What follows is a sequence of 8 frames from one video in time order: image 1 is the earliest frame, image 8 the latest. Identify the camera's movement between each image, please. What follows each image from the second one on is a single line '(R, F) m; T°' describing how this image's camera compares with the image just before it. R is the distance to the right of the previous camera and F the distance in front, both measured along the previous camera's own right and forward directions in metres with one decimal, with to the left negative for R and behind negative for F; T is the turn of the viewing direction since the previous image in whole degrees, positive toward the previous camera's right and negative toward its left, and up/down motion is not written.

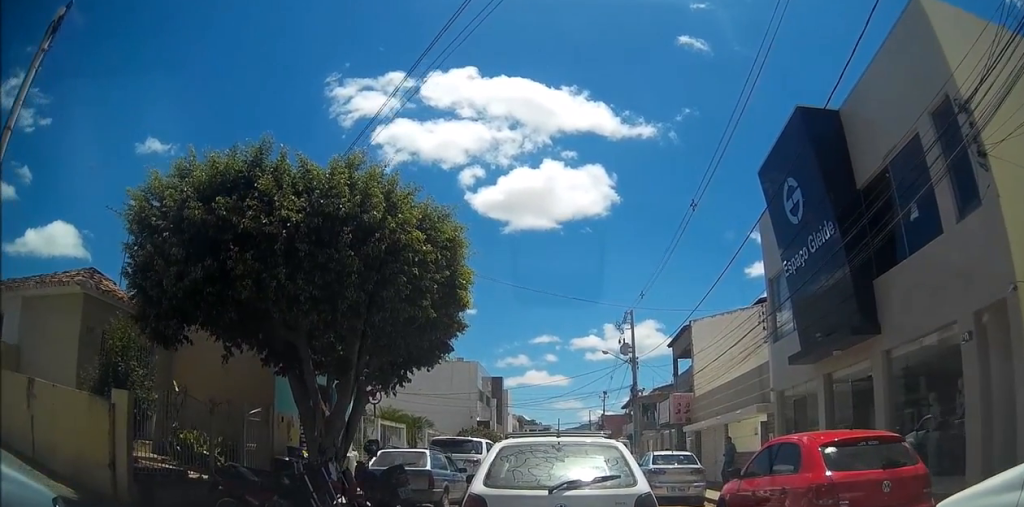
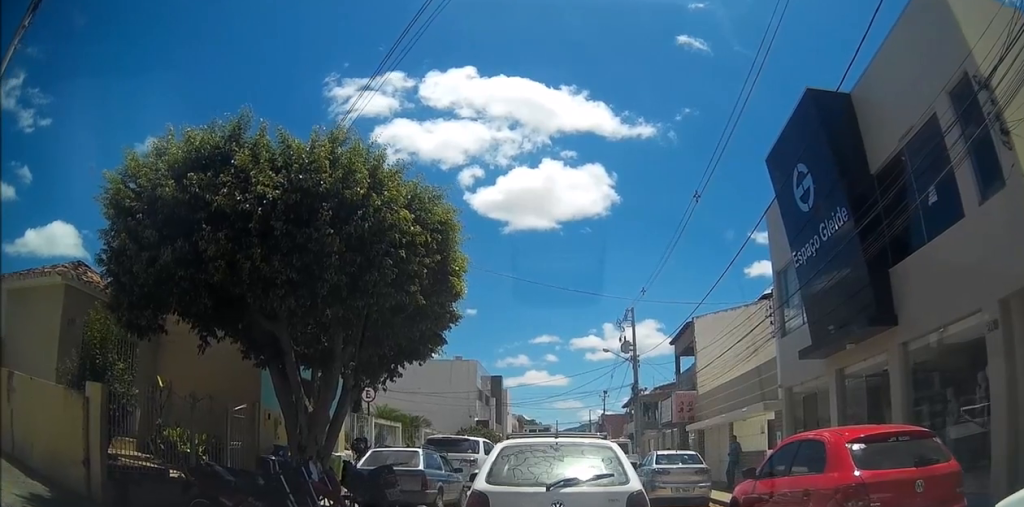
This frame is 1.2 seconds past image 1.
(+0.1, +1.0) m; 0°
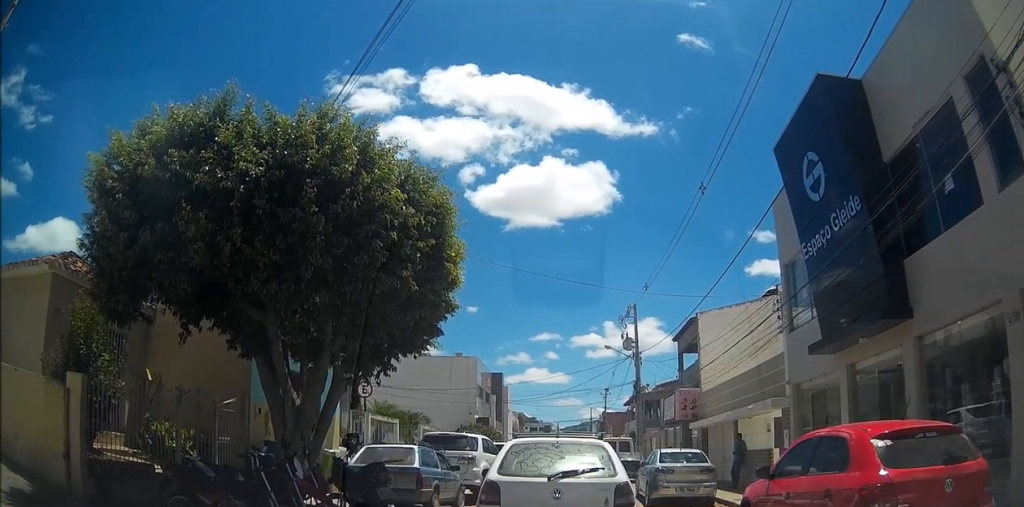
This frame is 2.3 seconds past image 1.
(+0.1, +0.8) m; 0°
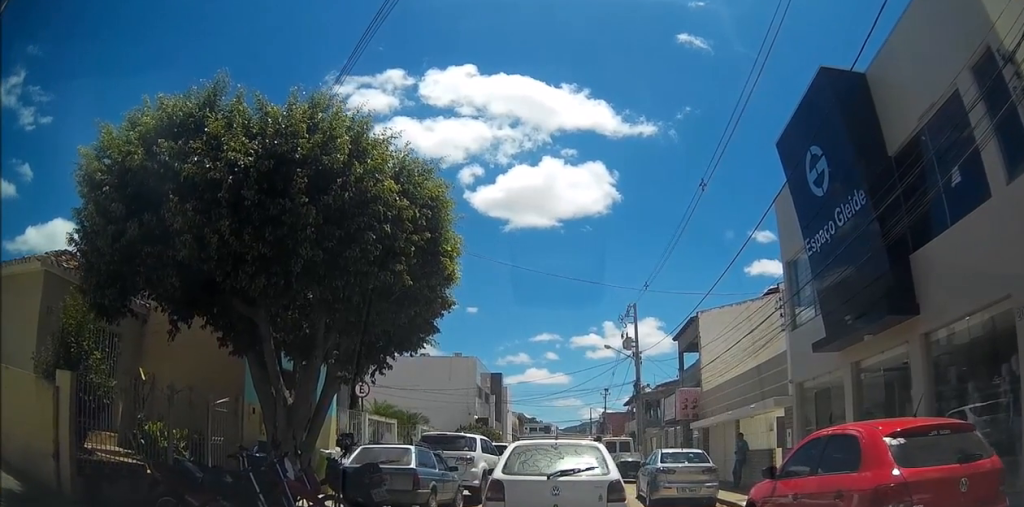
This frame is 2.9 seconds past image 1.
(+0.1, +0.4) m; 0°
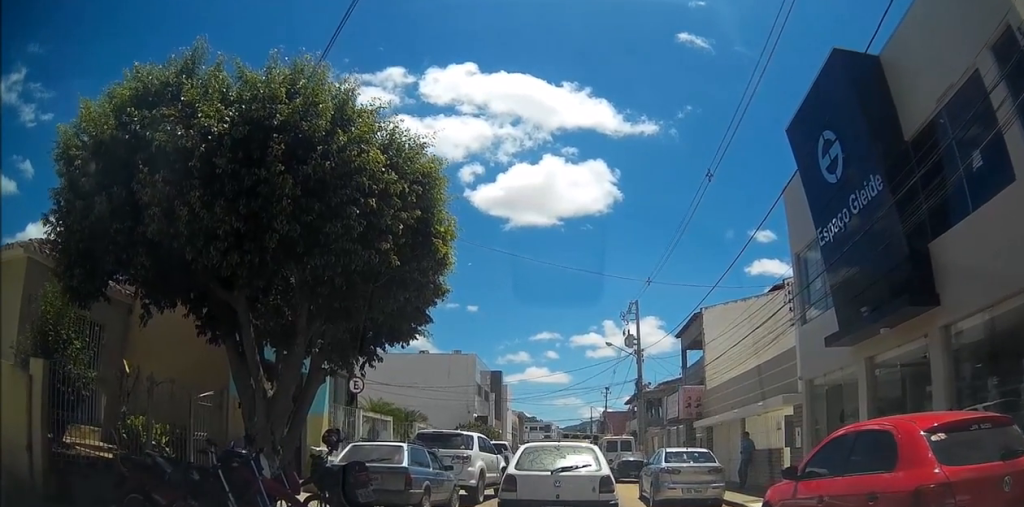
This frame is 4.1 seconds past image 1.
(+0.2, +1.0) m; 0°
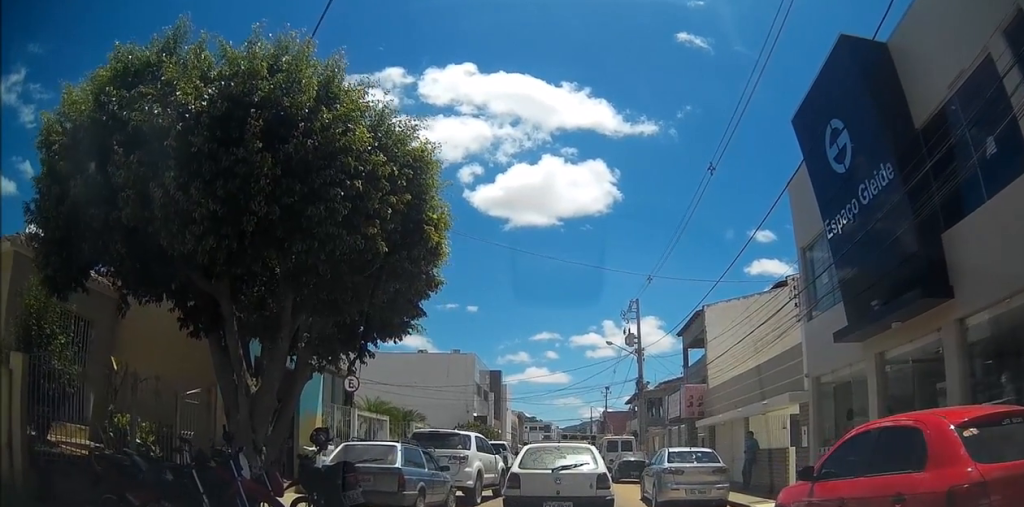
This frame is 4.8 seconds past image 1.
(+0.1, +0.3) m; 0°
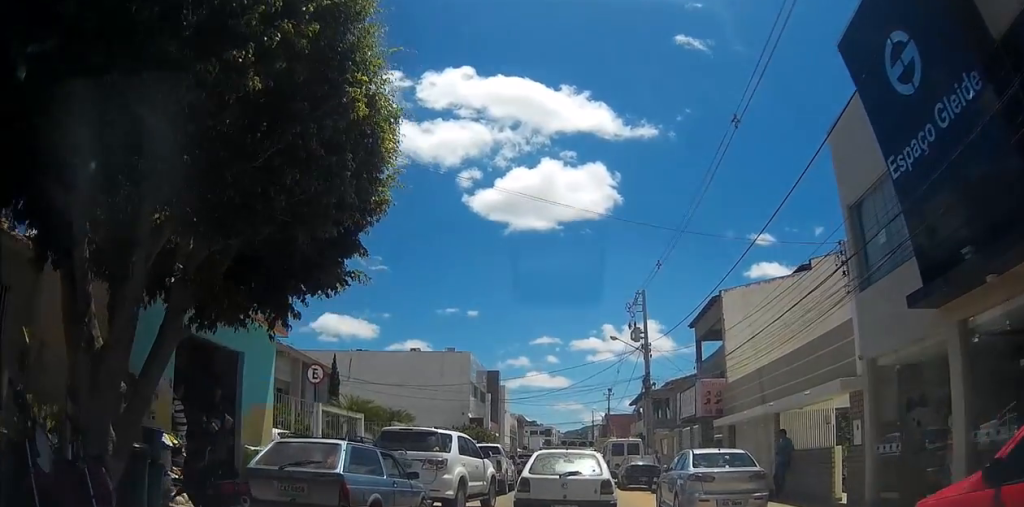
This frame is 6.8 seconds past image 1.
(+0.3, +0.6) m; 0°
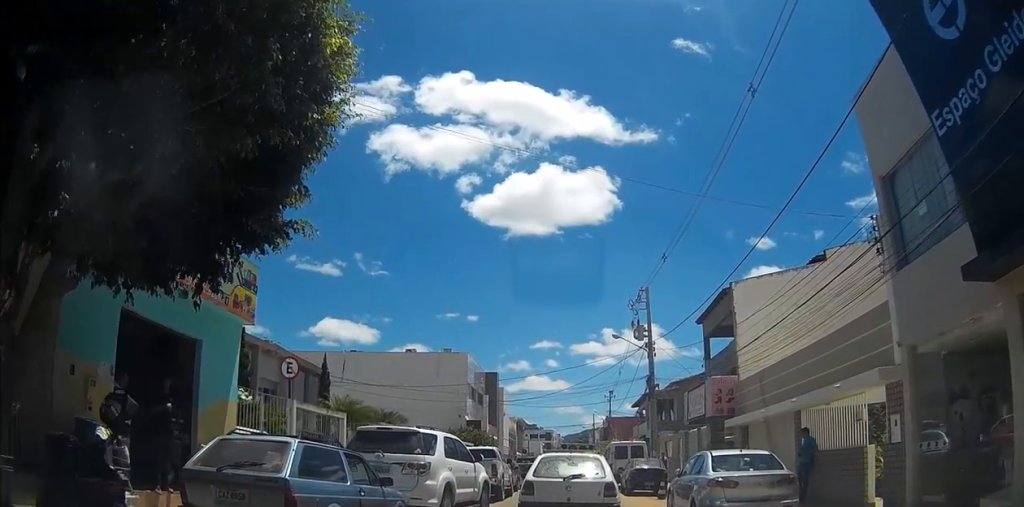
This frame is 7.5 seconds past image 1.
(0.0, +0.3) m; 0°
